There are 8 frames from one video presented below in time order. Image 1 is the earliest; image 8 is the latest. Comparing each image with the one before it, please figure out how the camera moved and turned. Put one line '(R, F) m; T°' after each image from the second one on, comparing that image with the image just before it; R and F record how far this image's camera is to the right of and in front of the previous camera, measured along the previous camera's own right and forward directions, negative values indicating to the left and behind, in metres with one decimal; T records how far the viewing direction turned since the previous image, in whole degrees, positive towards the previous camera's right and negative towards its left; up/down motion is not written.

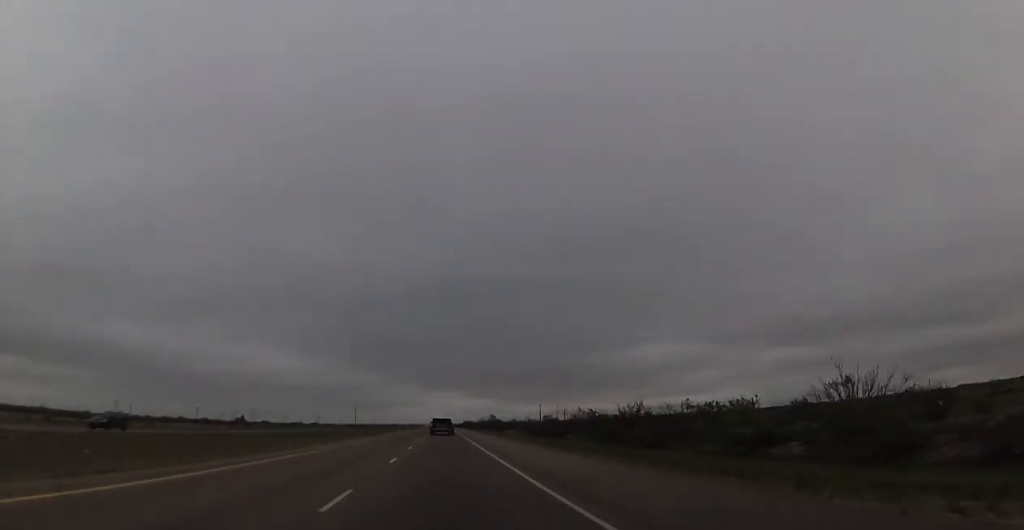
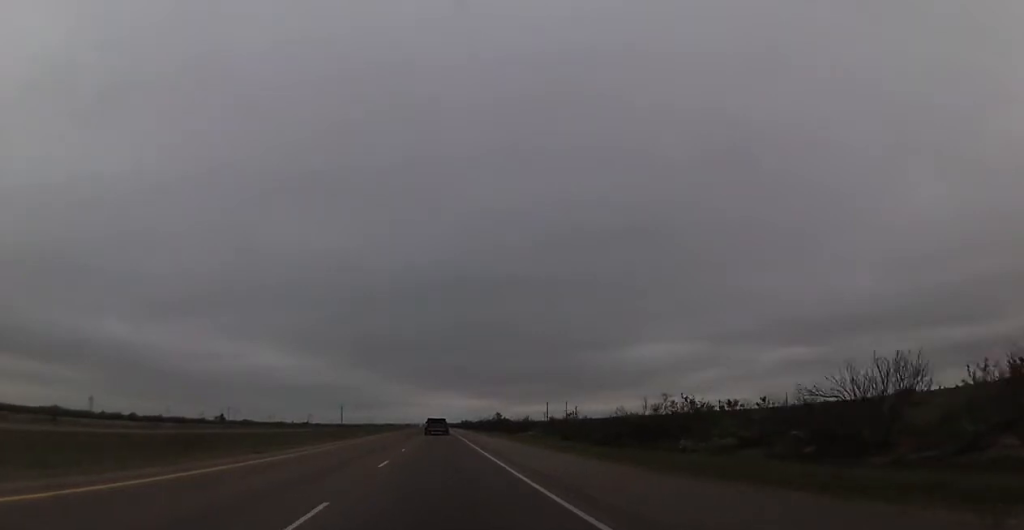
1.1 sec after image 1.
(0.0, +38.6) m; +1°
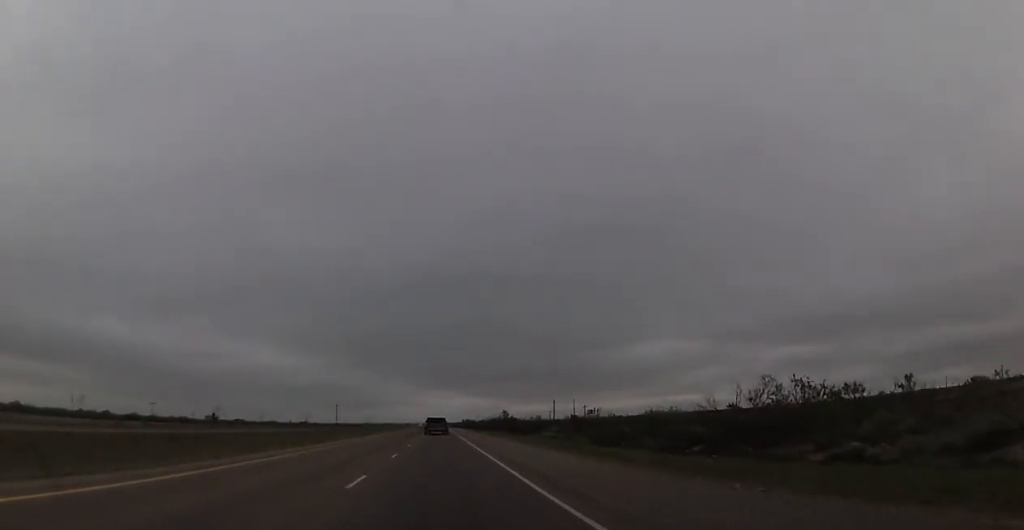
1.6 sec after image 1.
(0.0, +18.7) m; +1°
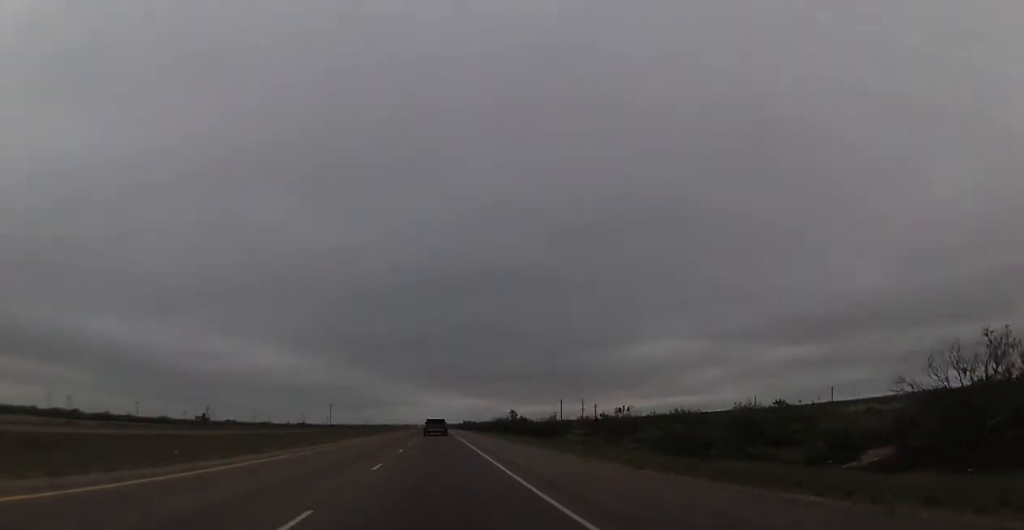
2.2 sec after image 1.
(+0.2, +18.7) m; 0°
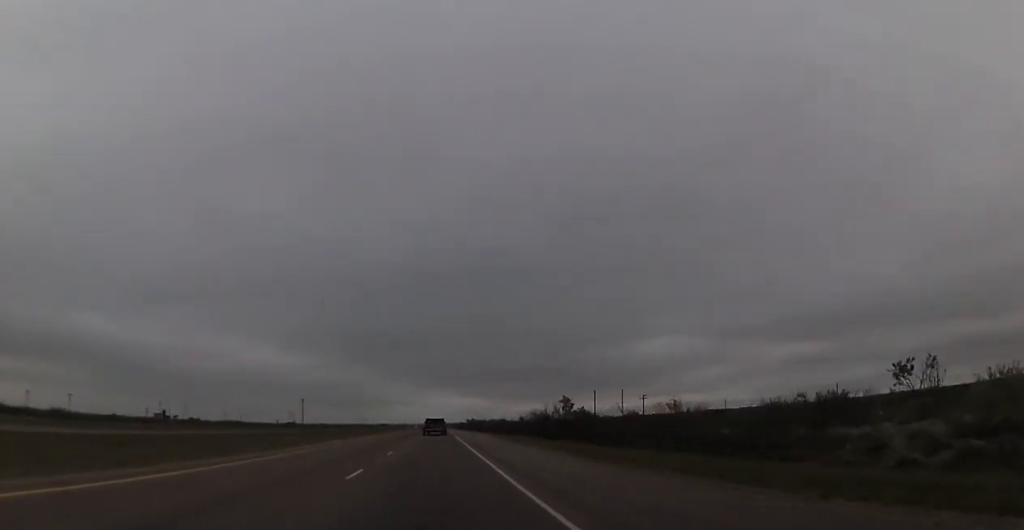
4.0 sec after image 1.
(-0.7, +64.2) m; -1°
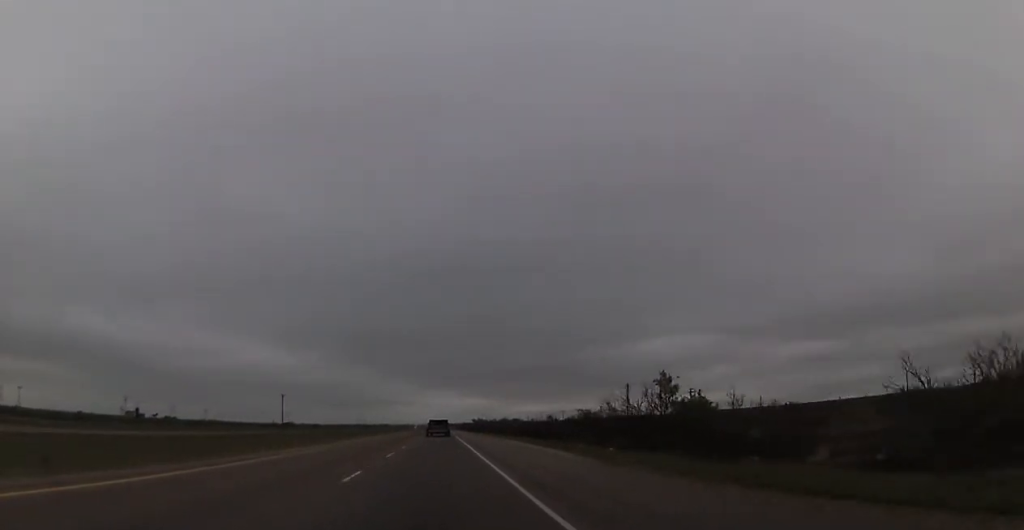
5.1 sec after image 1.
(+0.3, +37.3) m; +1°
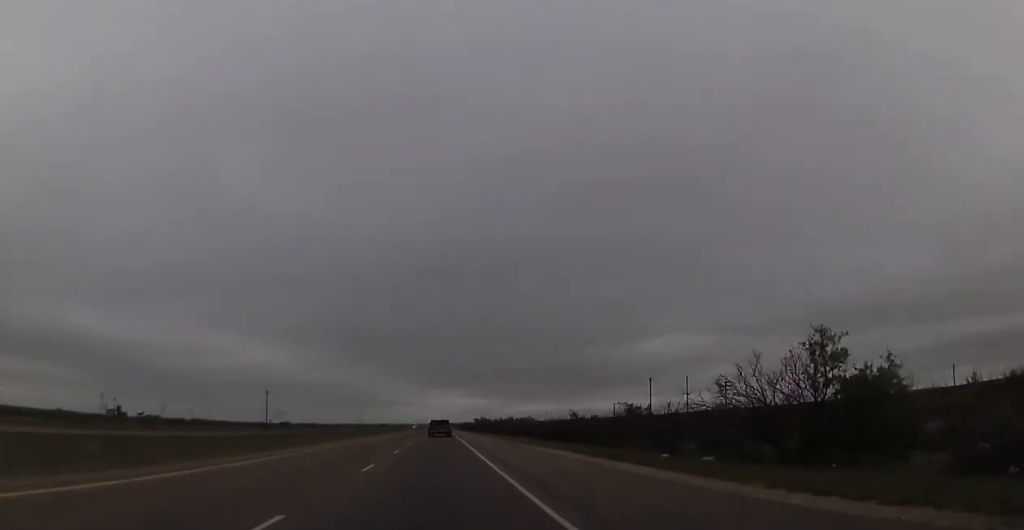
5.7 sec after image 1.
(+0.1, +21.0) m; 0°
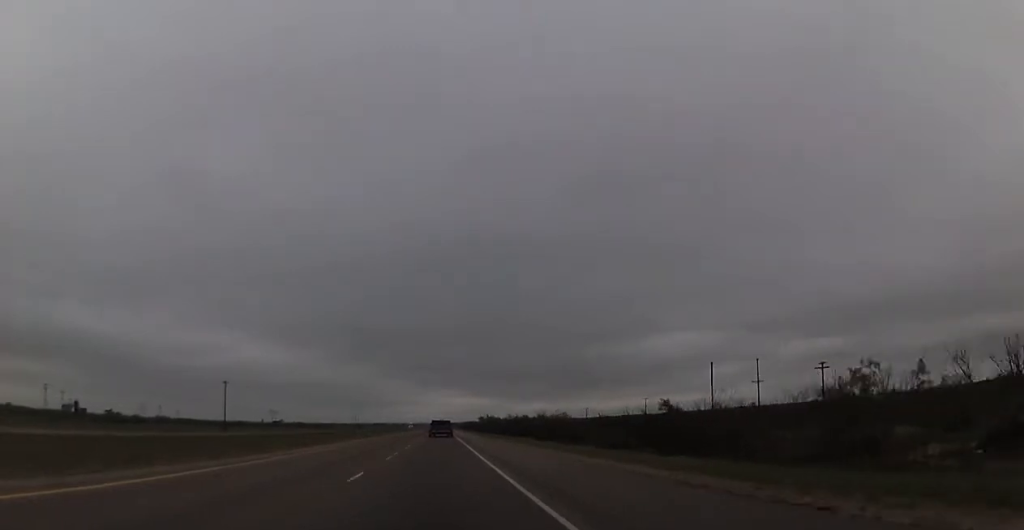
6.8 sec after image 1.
(-0.3, +39.6) m; -1°
